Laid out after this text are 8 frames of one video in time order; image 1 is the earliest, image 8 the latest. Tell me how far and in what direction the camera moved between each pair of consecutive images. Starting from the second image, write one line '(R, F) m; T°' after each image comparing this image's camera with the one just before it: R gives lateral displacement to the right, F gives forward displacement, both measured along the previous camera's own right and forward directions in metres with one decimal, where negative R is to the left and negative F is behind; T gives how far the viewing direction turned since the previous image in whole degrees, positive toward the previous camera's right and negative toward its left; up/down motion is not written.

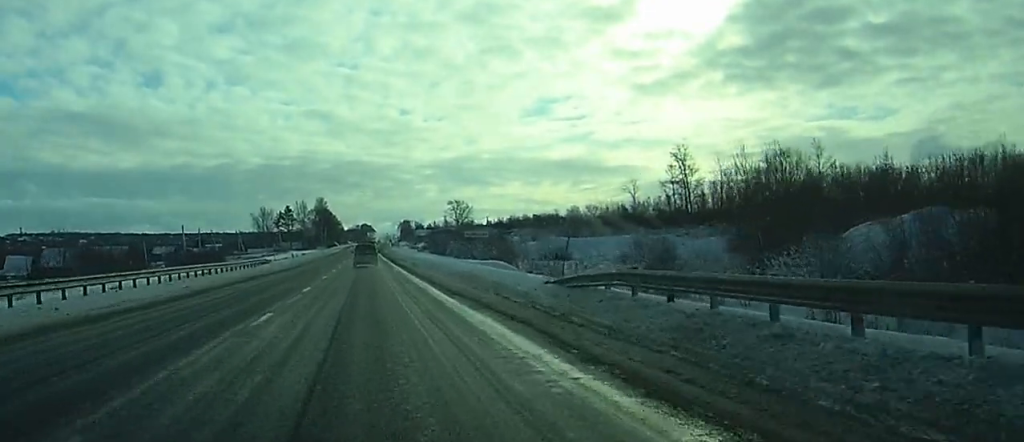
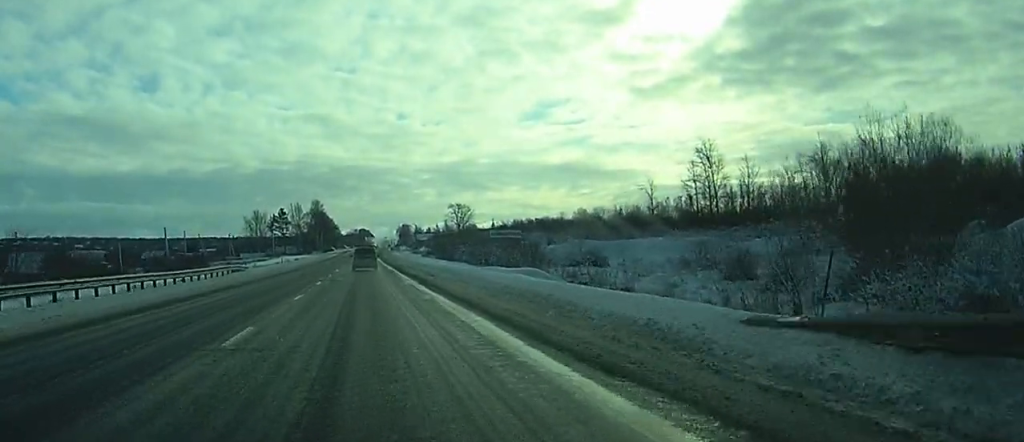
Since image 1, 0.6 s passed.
(+0.1, +14.4) m; 0°
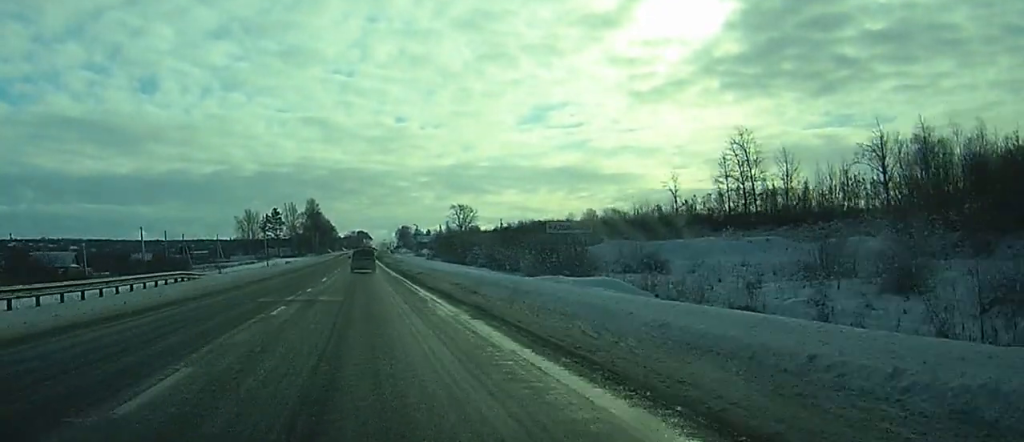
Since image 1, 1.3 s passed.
(0.0, +16.8) m; 0°
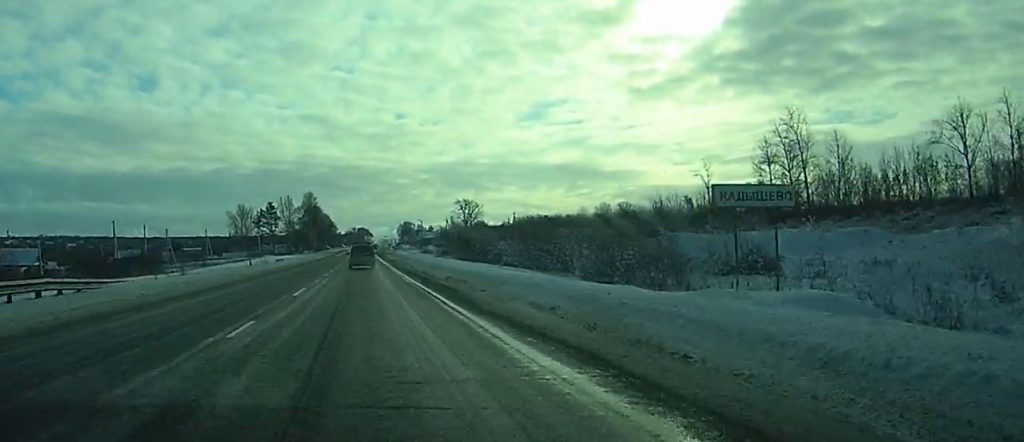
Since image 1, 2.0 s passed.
(-0.1, +17.6) m; 0°
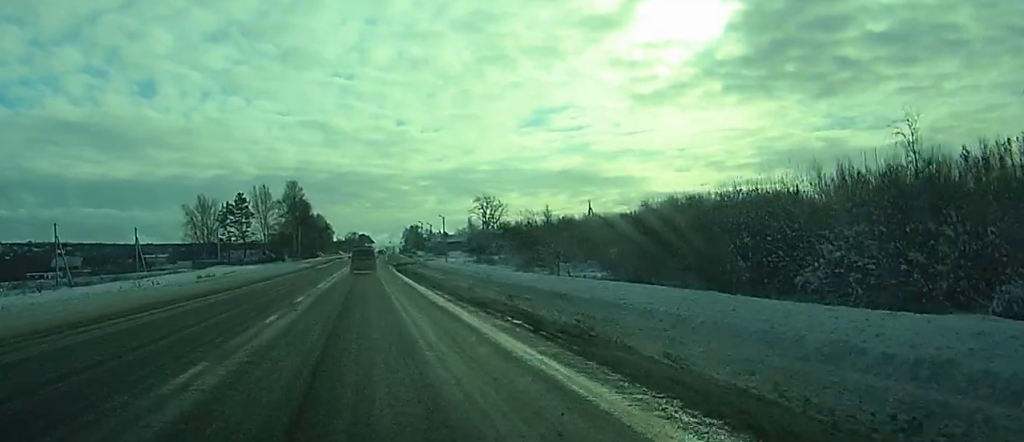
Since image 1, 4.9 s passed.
(+1.0, +68.1) m; +1°
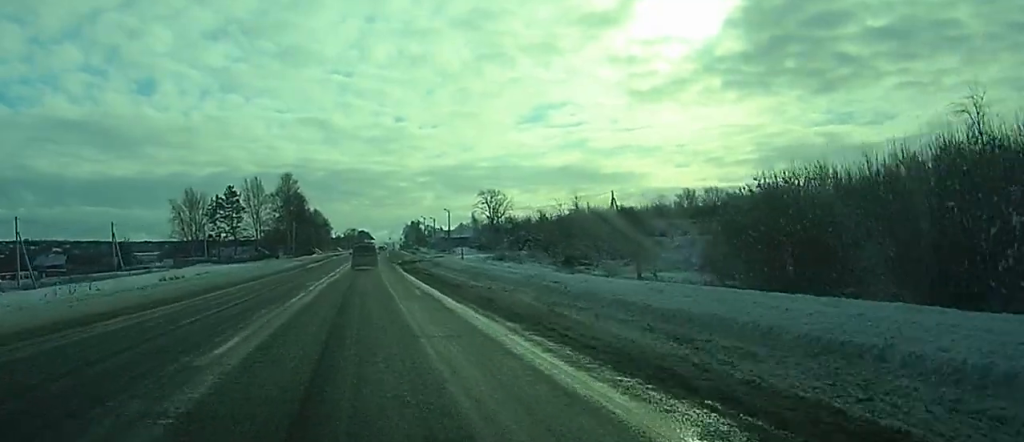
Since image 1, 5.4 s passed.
(0.0, +13.5) m; 0°
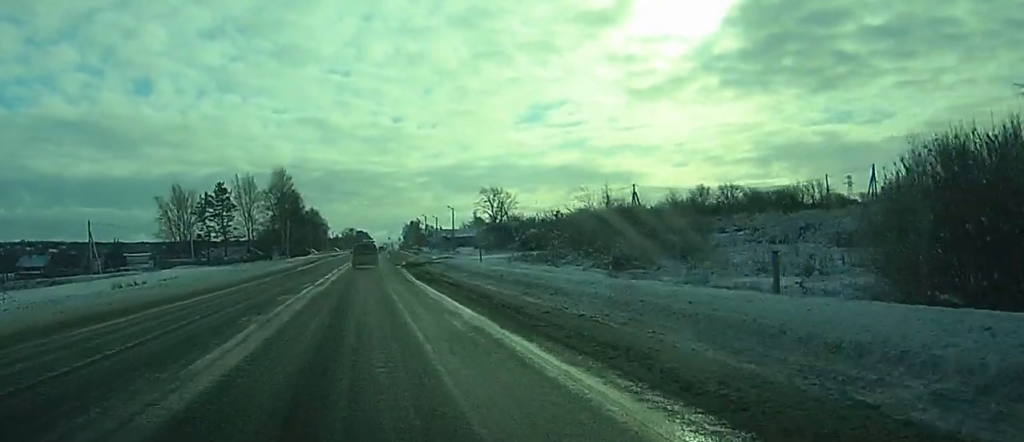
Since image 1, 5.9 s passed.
(0.0, +11.1) m; 0°
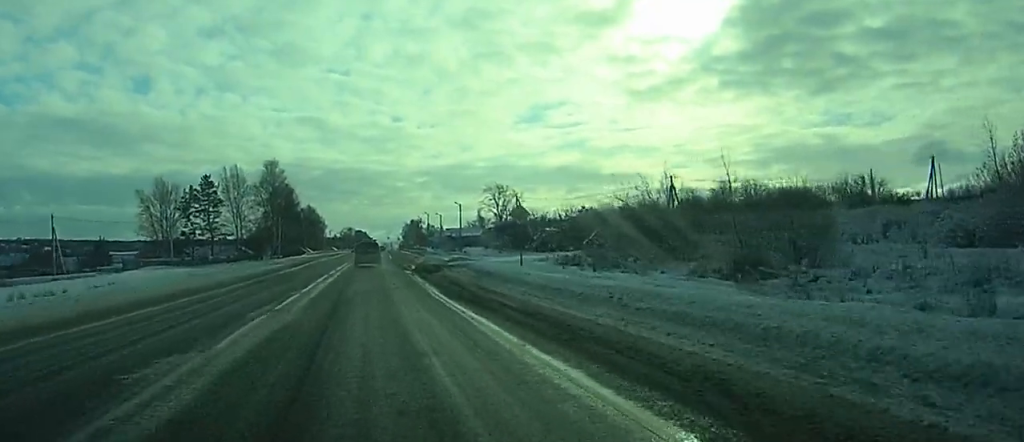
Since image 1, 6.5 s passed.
(0.0, +14.8) m; 0°
